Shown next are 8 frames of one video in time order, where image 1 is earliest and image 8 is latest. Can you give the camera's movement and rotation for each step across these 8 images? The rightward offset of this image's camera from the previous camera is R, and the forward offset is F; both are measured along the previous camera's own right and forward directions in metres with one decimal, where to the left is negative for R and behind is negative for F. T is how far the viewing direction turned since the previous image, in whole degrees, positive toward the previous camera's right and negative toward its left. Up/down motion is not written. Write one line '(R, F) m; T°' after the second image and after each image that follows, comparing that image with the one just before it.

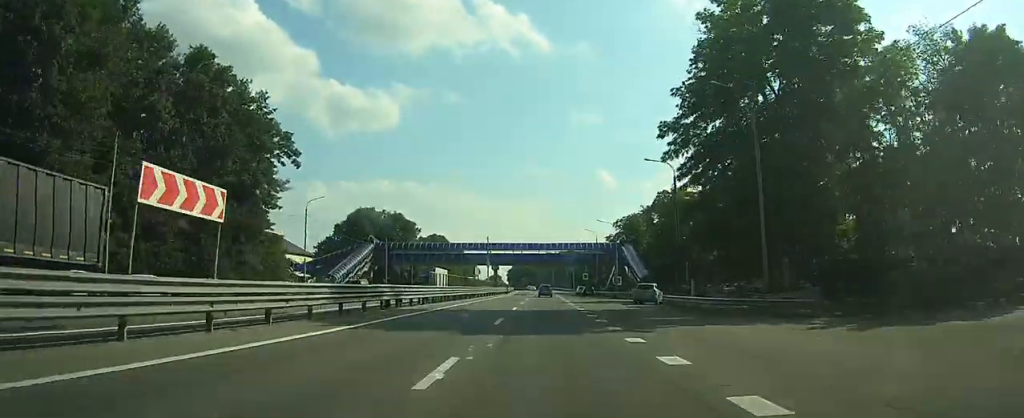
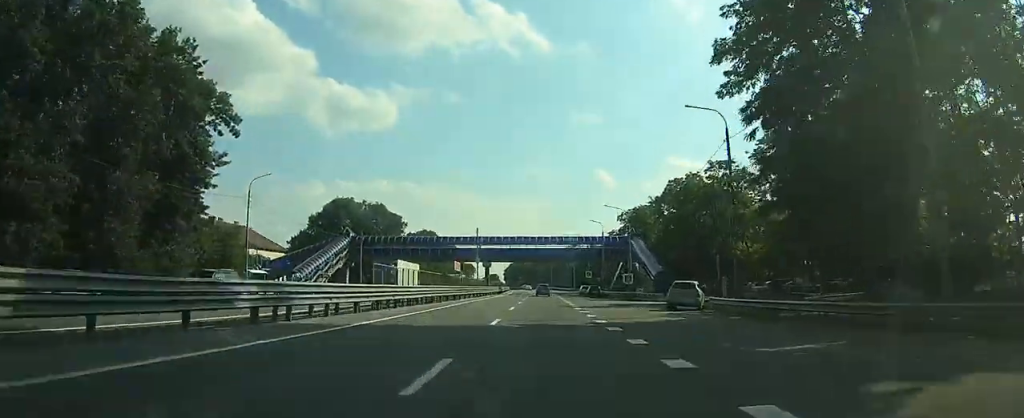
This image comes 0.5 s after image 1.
(+0.3, +12.6) m; 0°
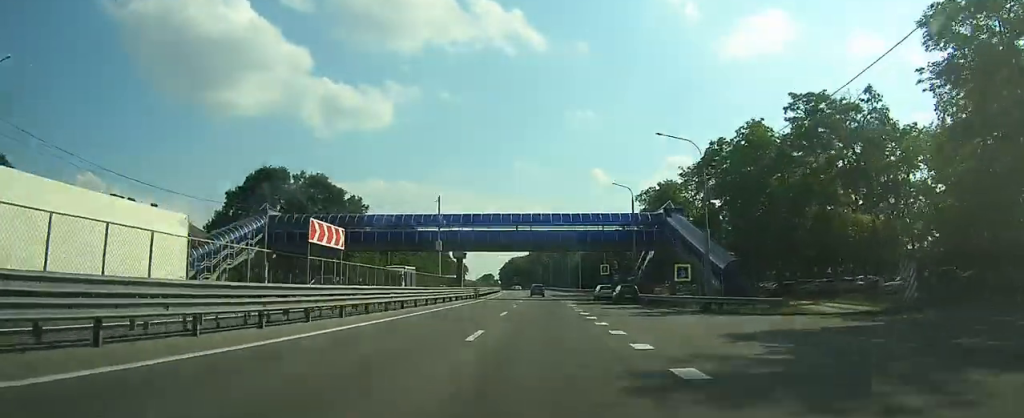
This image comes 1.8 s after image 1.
(-0.2, +29.1) m; 0°
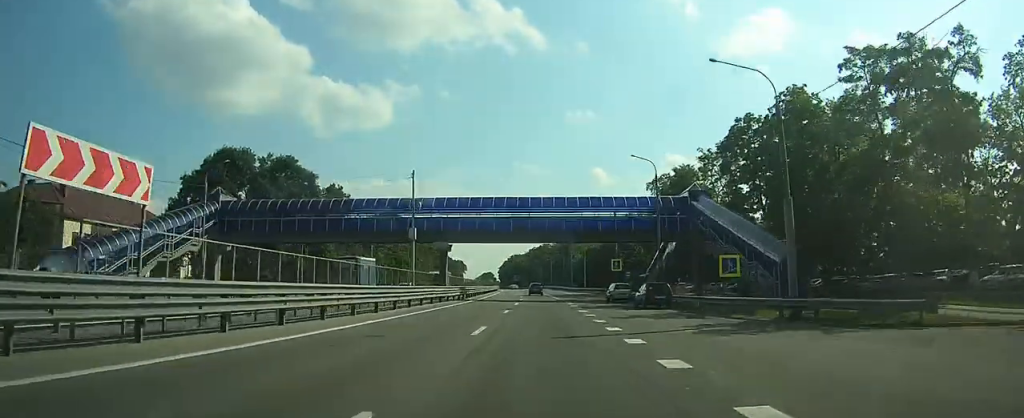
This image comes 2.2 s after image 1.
(+0.1, +11.0) m; 0°
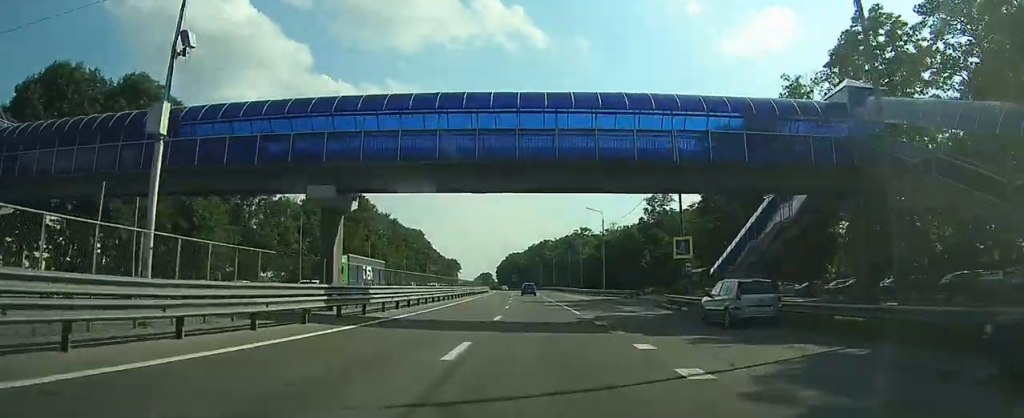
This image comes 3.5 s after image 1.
(+0.1, +29.0) m; 0°
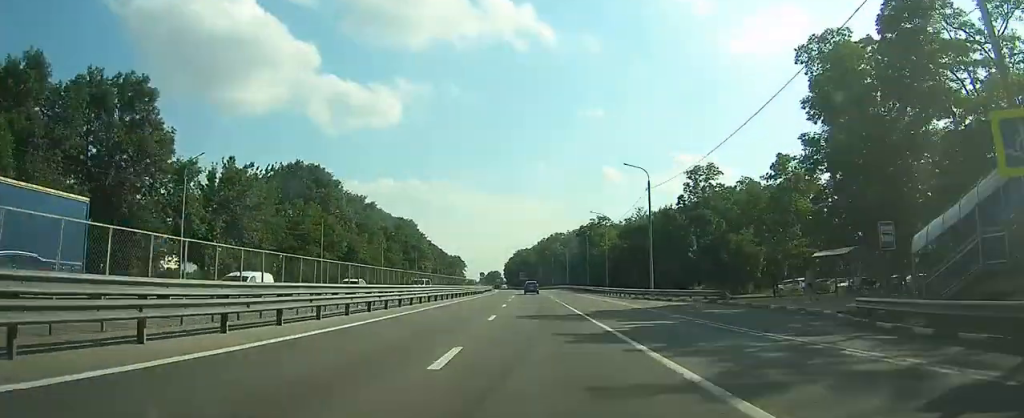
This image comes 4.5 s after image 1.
(+0.2, +25.2) m; 0°
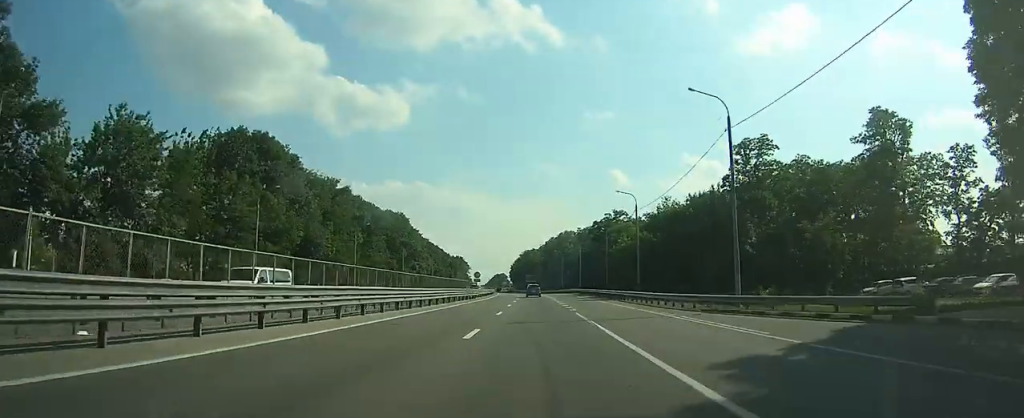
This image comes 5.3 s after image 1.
(-0.1, +19.0) m; -1°
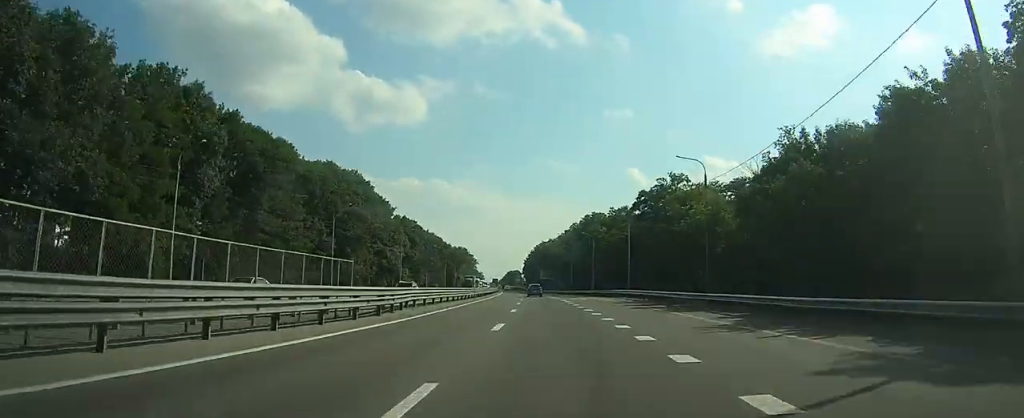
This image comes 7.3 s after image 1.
(-0.5, +45.8) m; -1°
